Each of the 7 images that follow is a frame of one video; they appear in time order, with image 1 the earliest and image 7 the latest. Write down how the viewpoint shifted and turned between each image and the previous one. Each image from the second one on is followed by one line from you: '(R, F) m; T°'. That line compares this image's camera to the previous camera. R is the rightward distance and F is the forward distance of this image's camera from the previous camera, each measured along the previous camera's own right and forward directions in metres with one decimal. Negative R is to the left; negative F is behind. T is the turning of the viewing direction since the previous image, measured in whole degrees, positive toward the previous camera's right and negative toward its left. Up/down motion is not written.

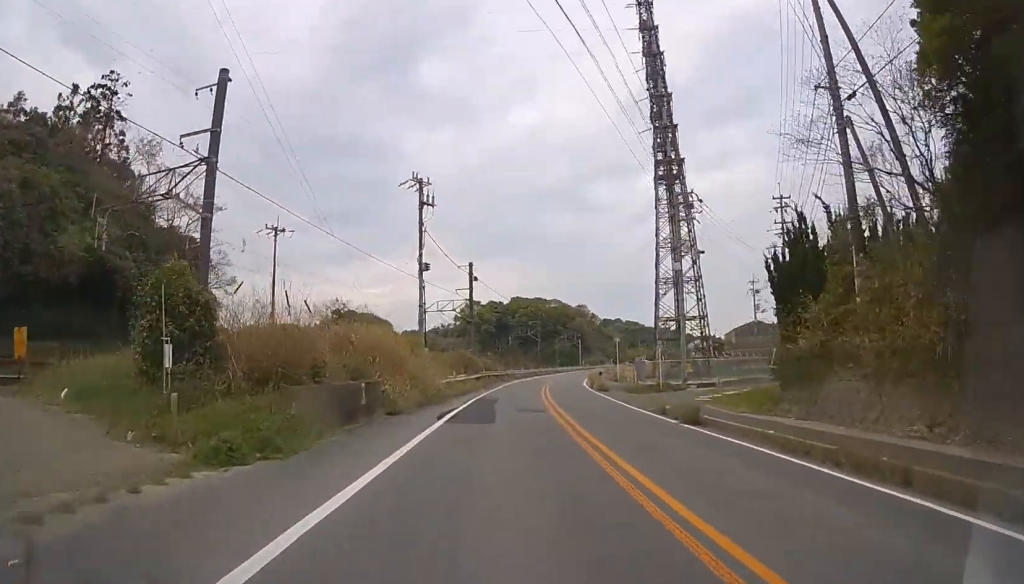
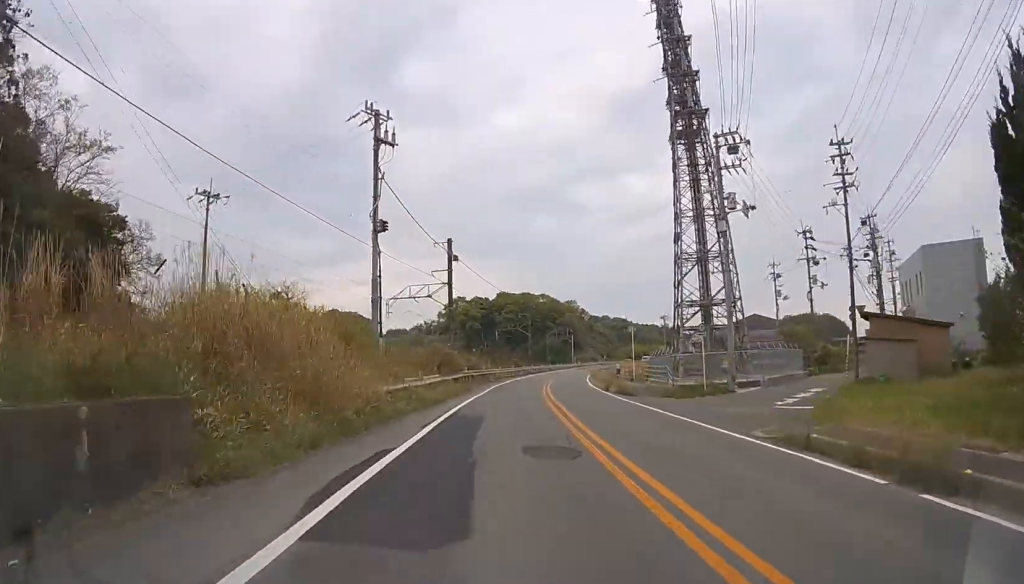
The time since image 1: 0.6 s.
(0.0, +10.1) m; 0°
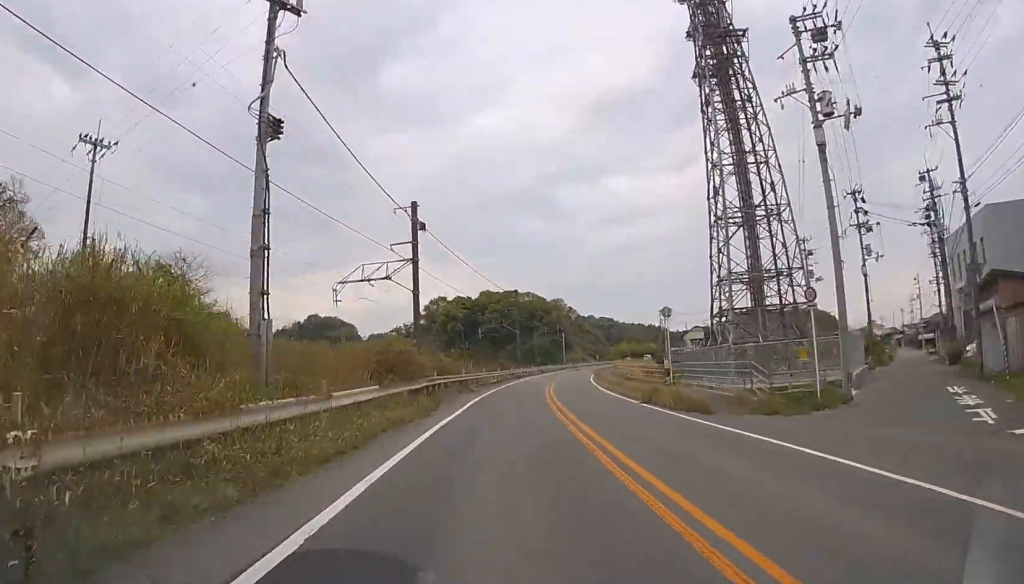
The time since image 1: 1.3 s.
(0.0, +11.2) m; +1°
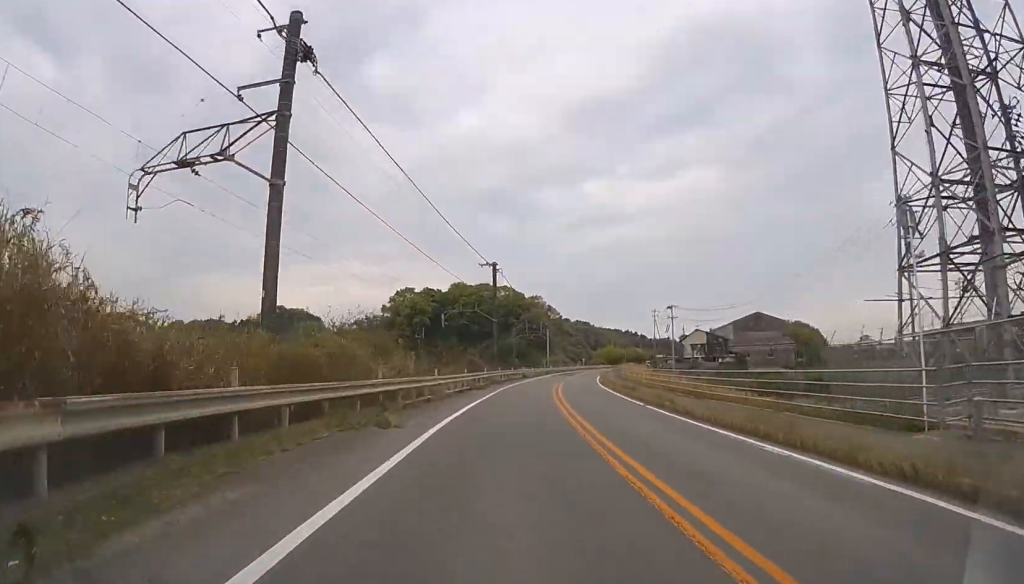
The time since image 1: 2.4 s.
(+0.6, +19.0) m; +7°
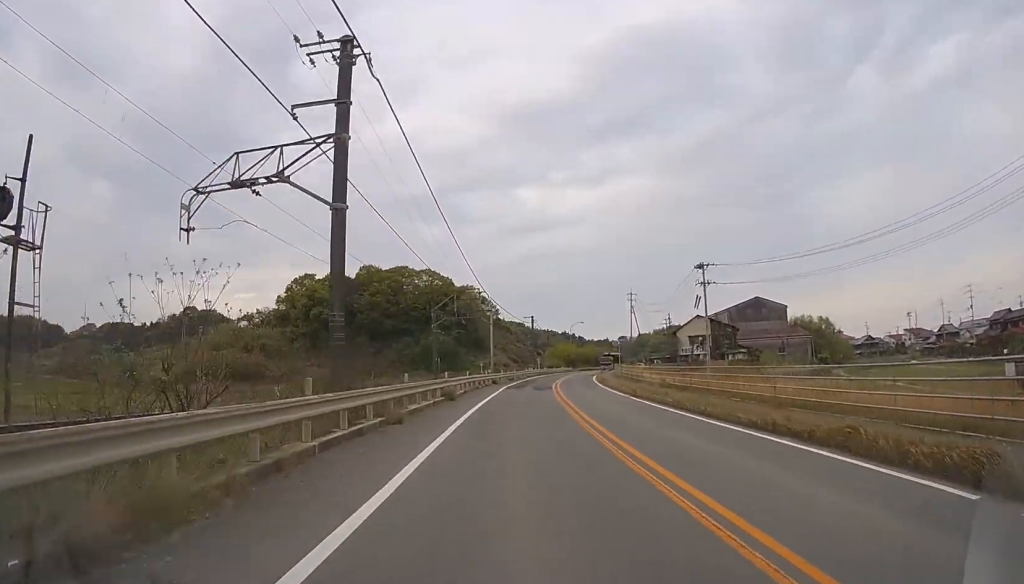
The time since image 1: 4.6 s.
(+5.7, +37.0) m; +12°
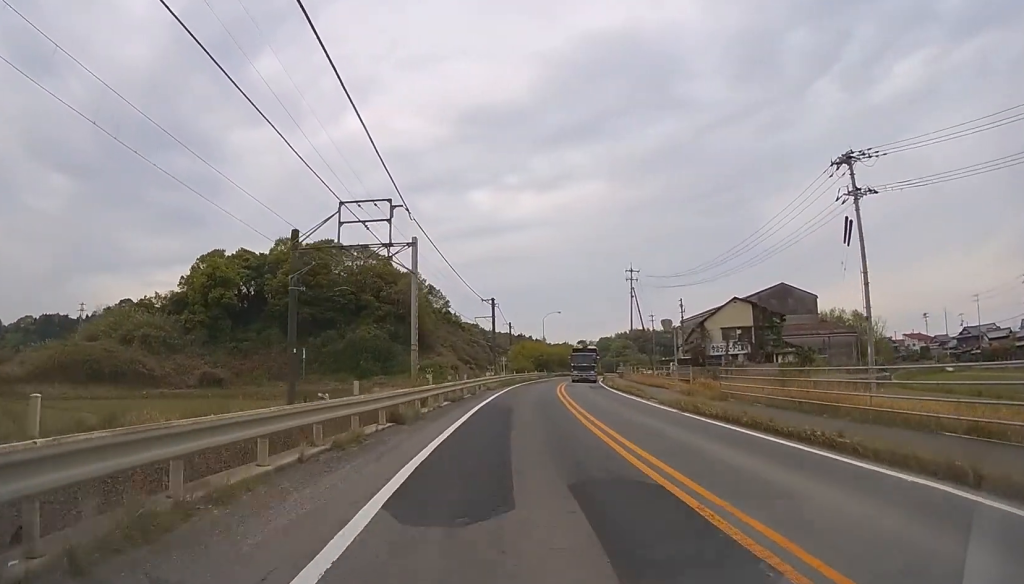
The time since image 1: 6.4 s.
(0.0, +29.1) m; 0°
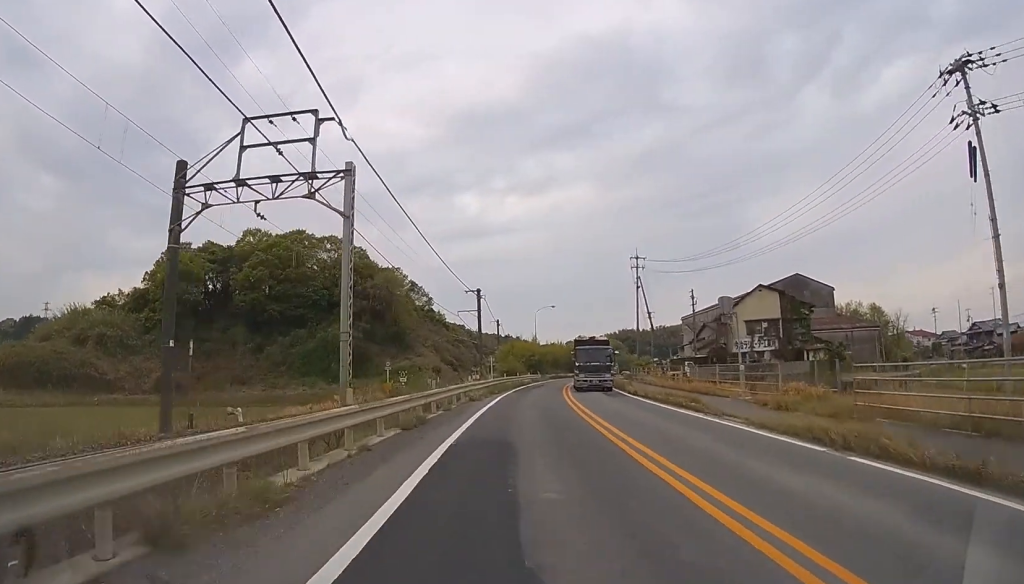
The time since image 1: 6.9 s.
(0.0, +9.5) m; 0°
